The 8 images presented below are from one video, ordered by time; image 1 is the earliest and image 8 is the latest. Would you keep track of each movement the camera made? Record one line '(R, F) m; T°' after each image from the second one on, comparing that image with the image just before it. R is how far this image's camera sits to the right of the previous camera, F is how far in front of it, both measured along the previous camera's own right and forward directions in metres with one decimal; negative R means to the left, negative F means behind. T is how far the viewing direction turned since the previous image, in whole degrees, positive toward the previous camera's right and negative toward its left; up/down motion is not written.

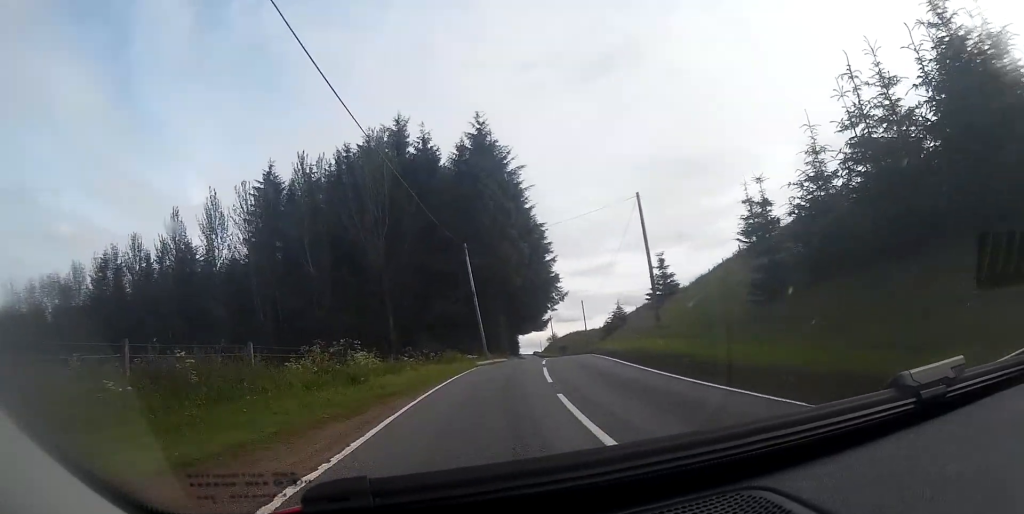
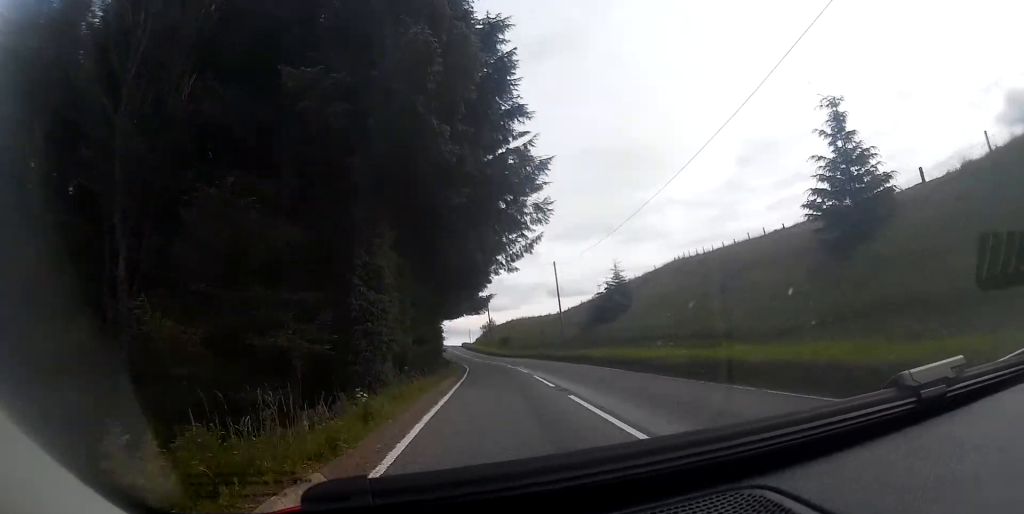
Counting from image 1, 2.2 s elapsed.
(+2.0, +35.9) m; +6°
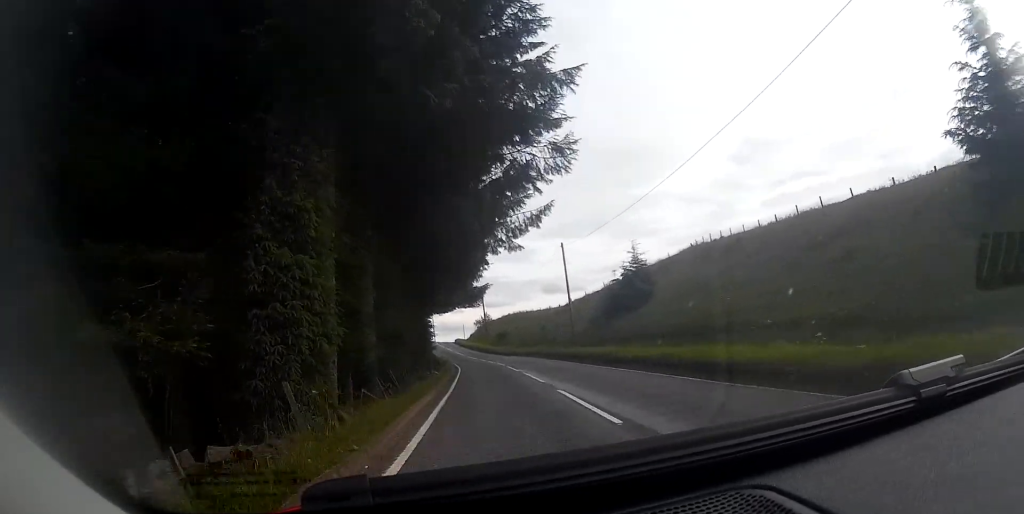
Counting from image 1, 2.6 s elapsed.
(0.0, +7.5) m; 0°
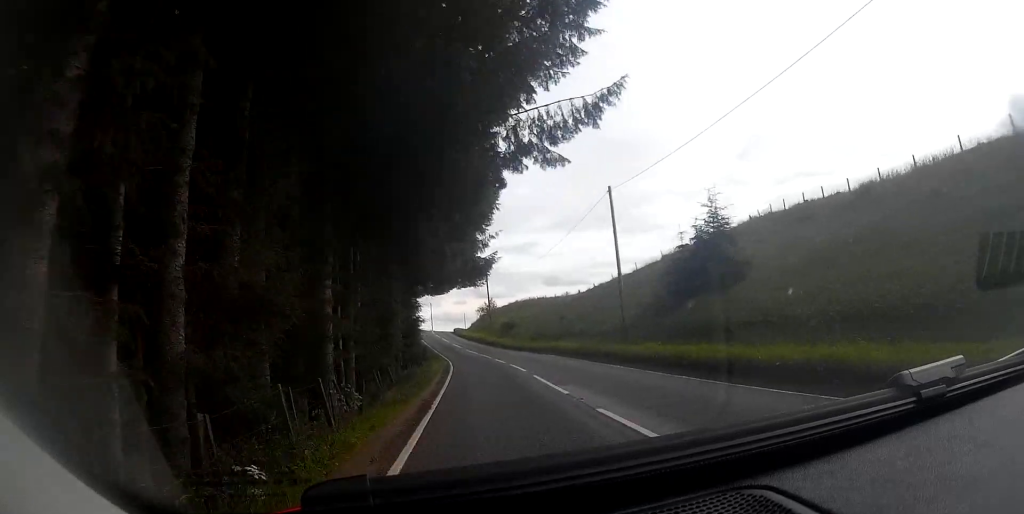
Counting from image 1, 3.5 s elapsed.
(0.0, +13.4) m; -1°
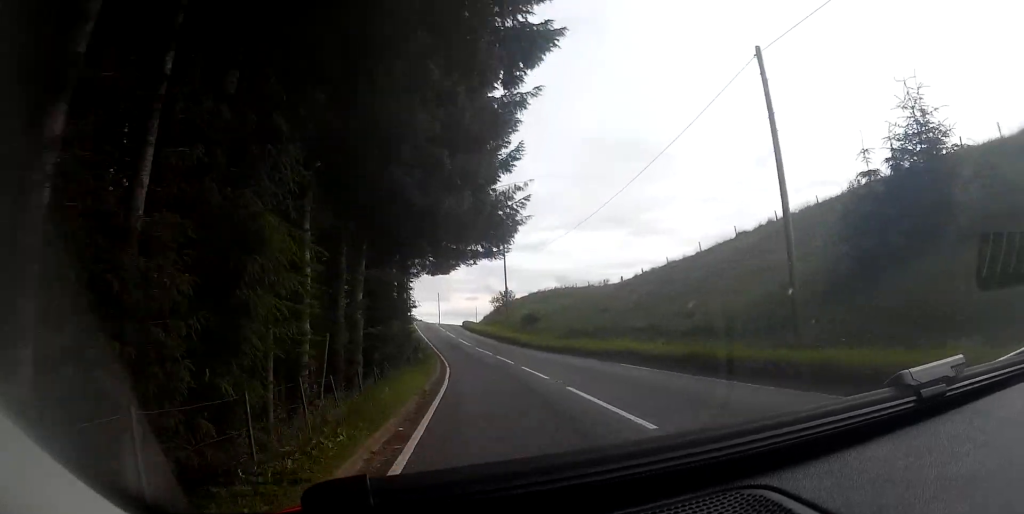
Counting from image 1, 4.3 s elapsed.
(-0.1, +14.1) m; -1°
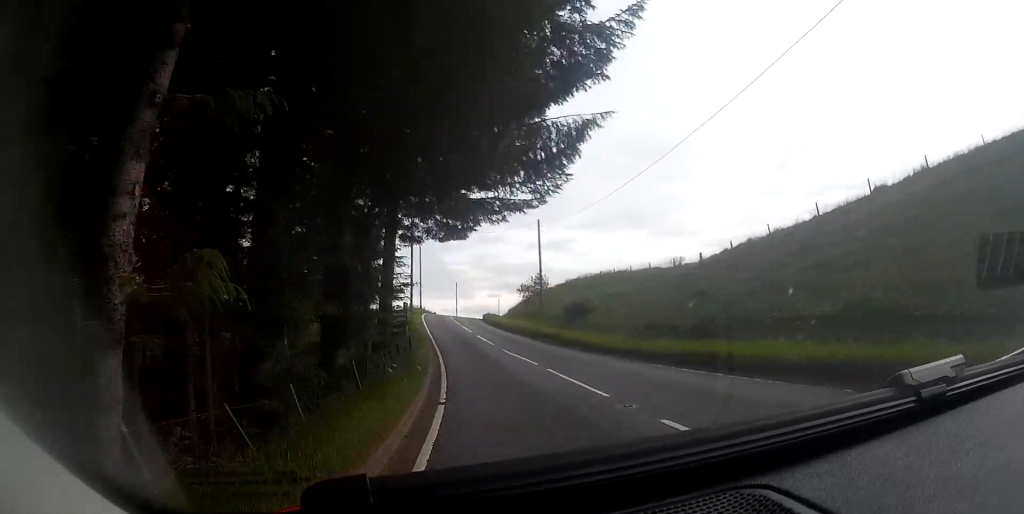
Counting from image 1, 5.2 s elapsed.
(-0.1, +14.3) m; -1°
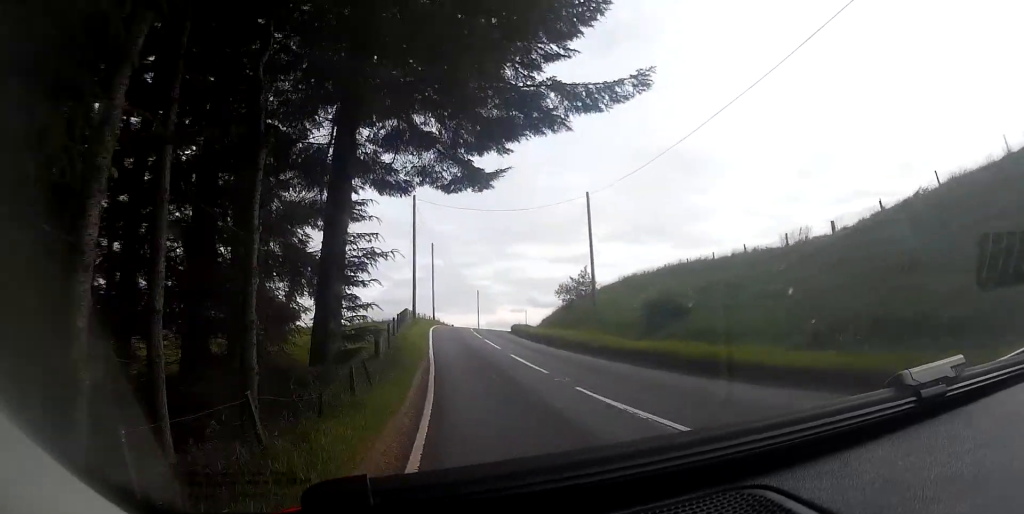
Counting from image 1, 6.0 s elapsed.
(-0.1, +13.5) m; -2°
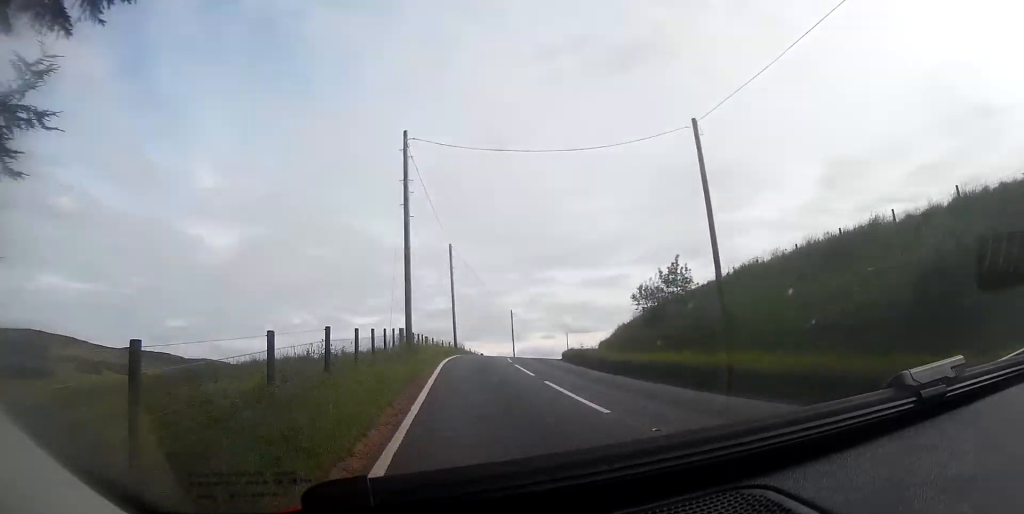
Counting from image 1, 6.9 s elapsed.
(-0.3, +15.2) m; -1°
